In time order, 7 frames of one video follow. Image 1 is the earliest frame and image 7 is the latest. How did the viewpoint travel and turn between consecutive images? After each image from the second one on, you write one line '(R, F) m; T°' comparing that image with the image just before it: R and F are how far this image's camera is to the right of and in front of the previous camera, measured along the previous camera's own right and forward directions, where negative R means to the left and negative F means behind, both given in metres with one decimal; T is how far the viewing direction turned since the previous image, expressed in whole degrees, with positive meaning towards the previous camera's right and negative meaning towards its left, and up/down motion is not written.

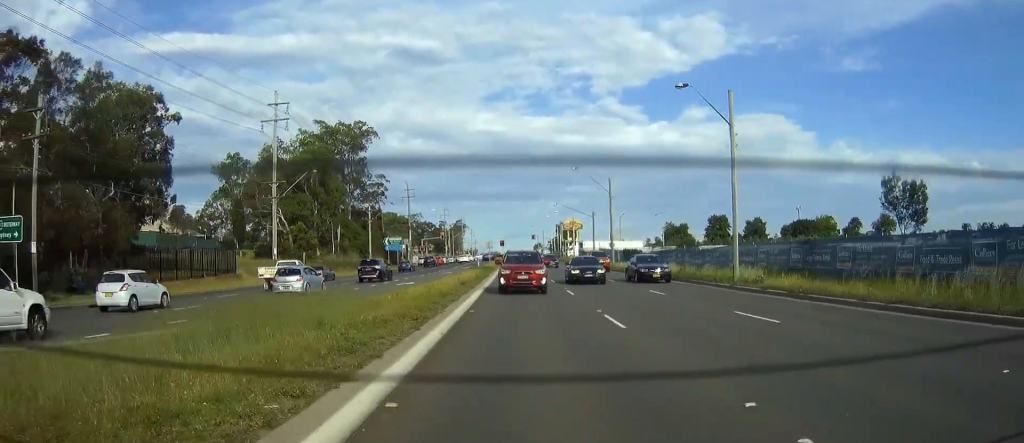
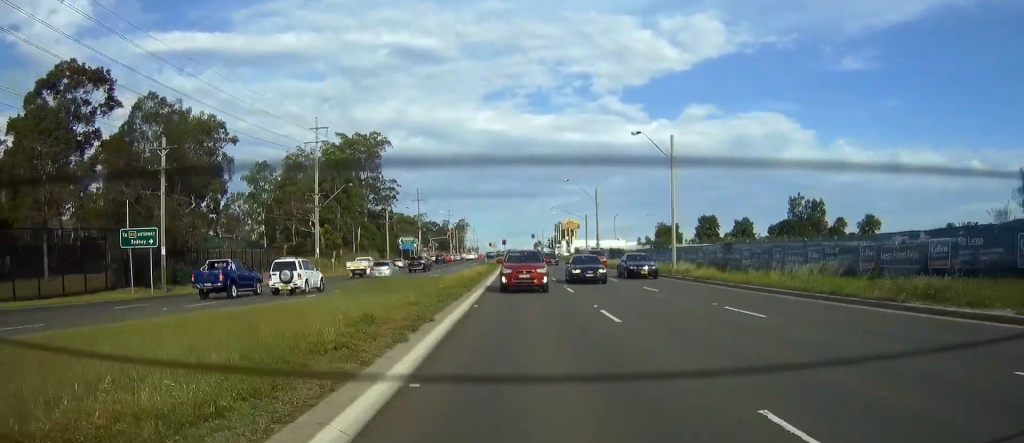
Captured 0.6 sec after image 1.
(0.0, +12.6) m; 0°
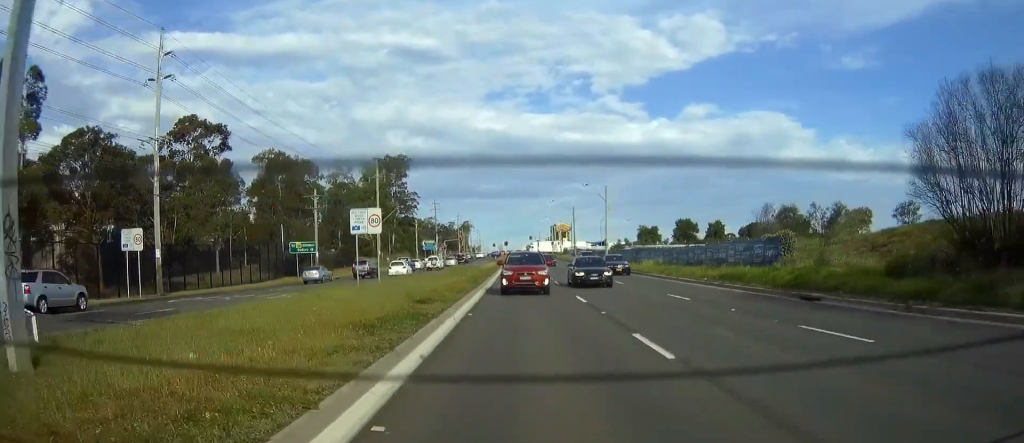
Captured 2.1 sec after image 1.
(+0.3, +32.2) m; +1°
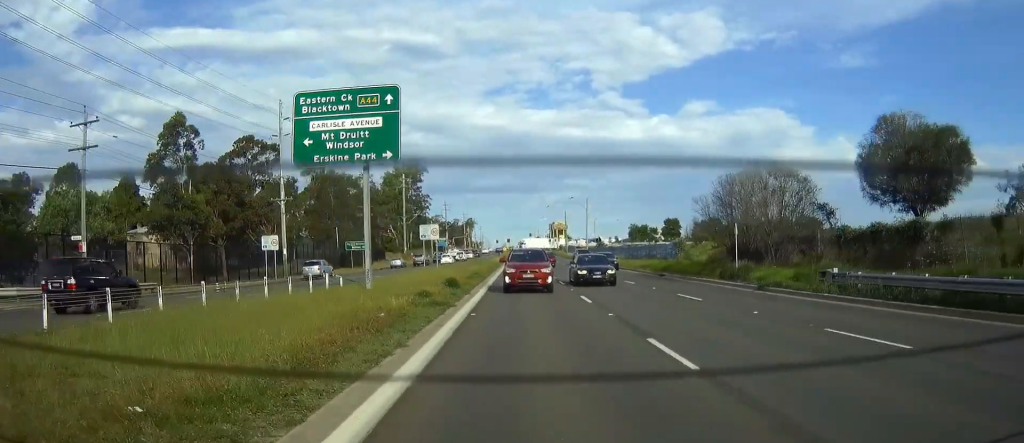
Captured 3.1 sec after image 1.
(+0.1, +22.8) m; 0°
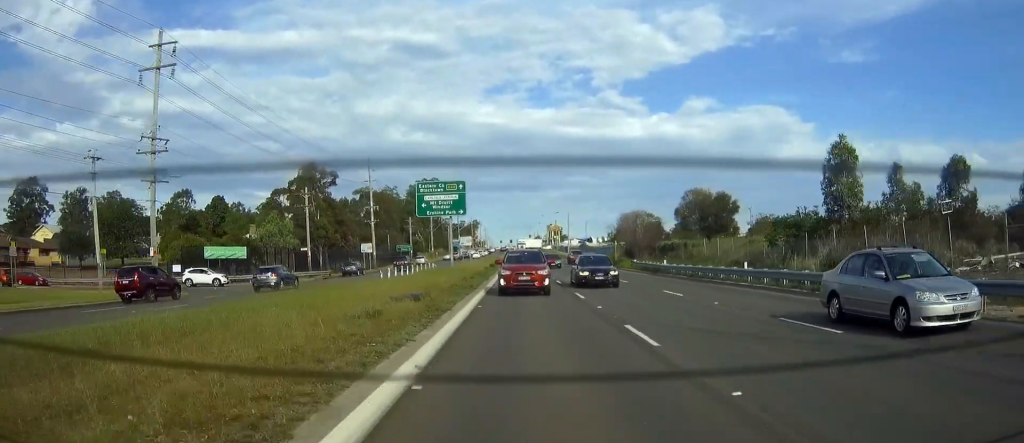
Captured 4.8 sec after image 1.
(-0.1, +38.1) m; -1°
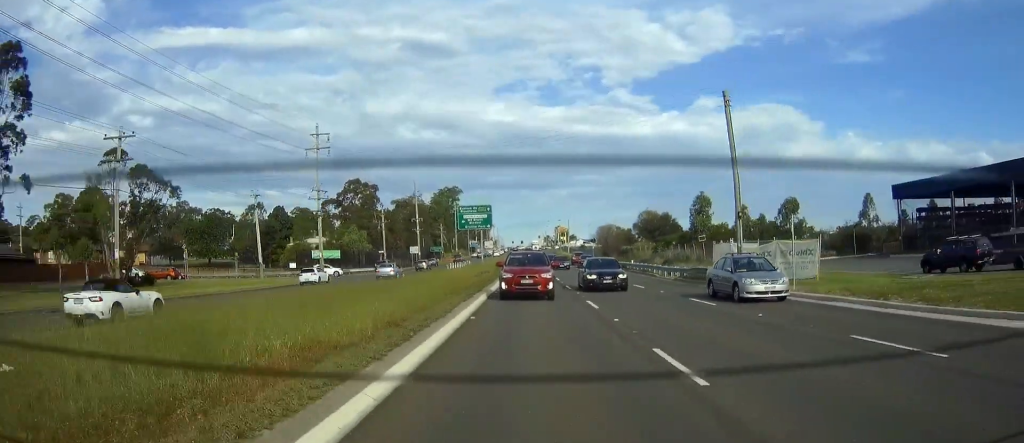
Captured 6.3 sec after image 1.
(-0.2, +33.1) m; -1°
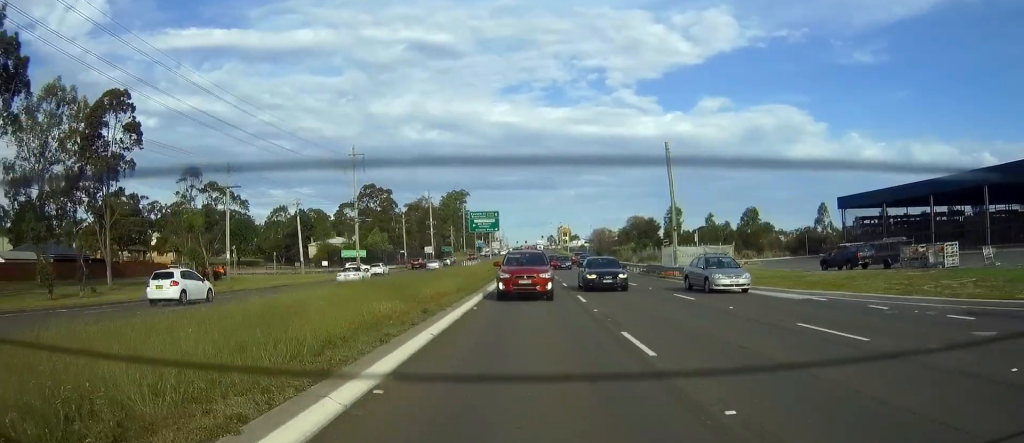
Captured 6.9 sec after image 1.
(0.0, +14.2) m; 0°
